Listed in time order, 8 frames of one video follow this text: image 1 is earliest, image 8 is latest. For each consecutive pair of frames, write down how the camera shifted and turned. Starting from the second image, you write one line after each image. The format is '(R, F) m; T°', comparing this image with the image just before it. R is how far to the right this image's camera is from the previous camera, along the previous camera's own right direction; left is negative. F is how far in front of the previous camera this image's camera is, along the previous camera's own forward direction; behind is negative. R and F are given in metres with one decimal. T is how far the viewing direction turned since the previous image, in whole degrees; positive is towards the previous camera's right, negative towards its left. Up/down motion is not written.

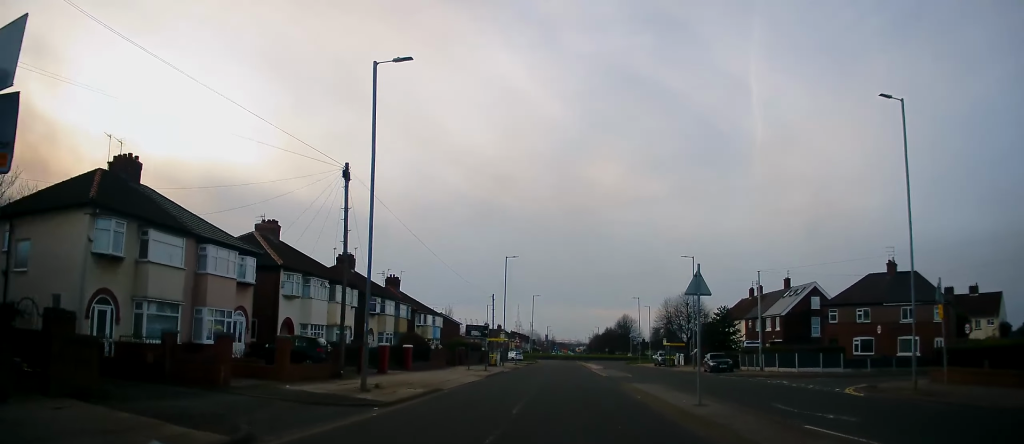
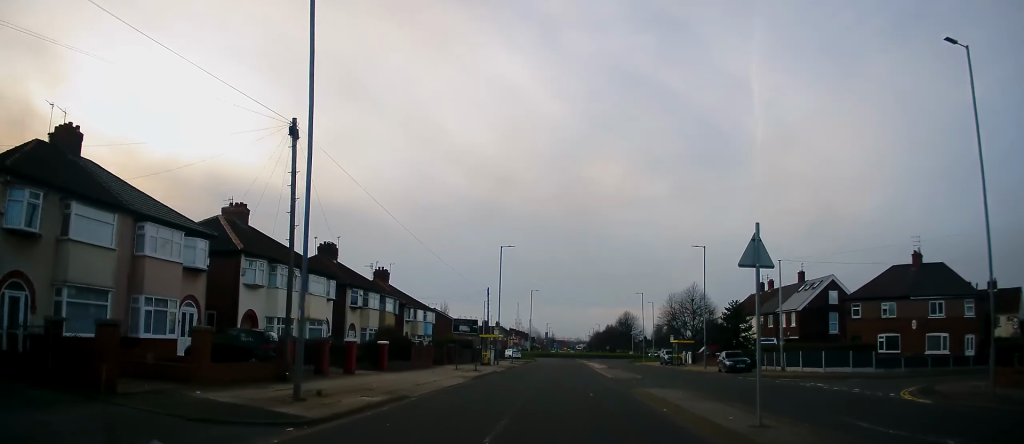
(0.0, +4.5) m; 0°
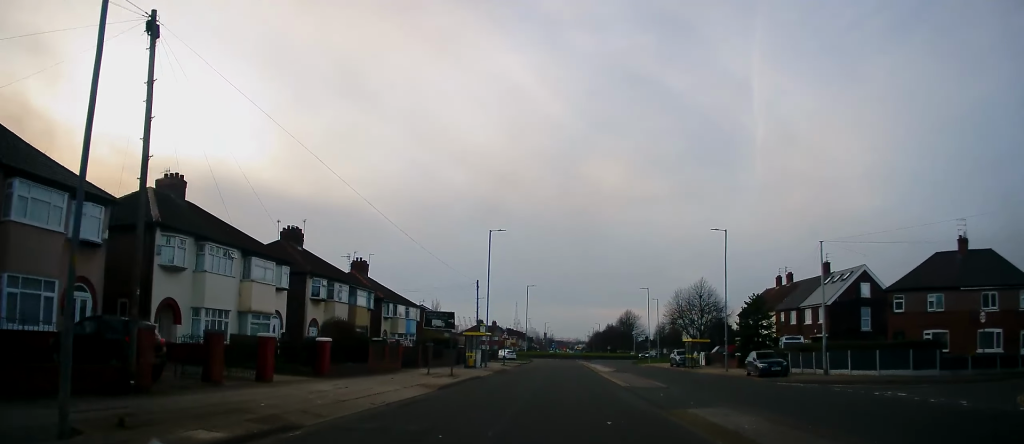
(0.0, +6.9) m; 0°
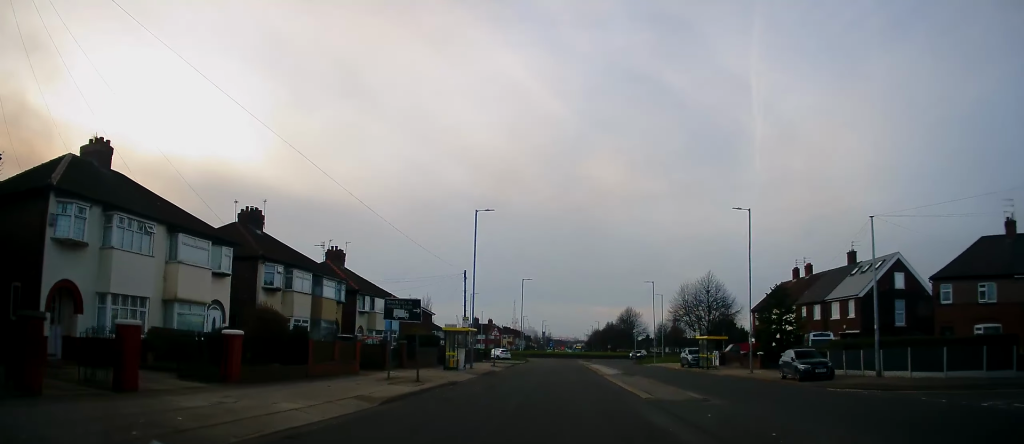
(0.0, +6.1) m; 0°
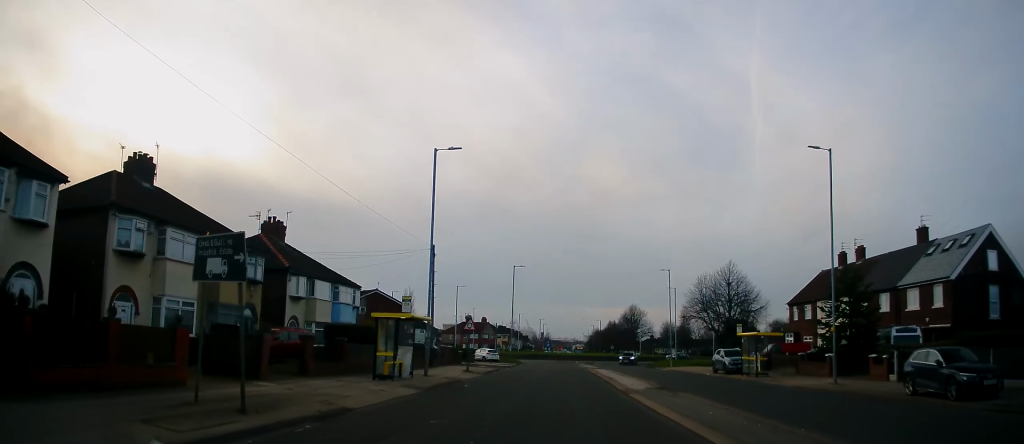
(0.0, +12.1) m; 0°
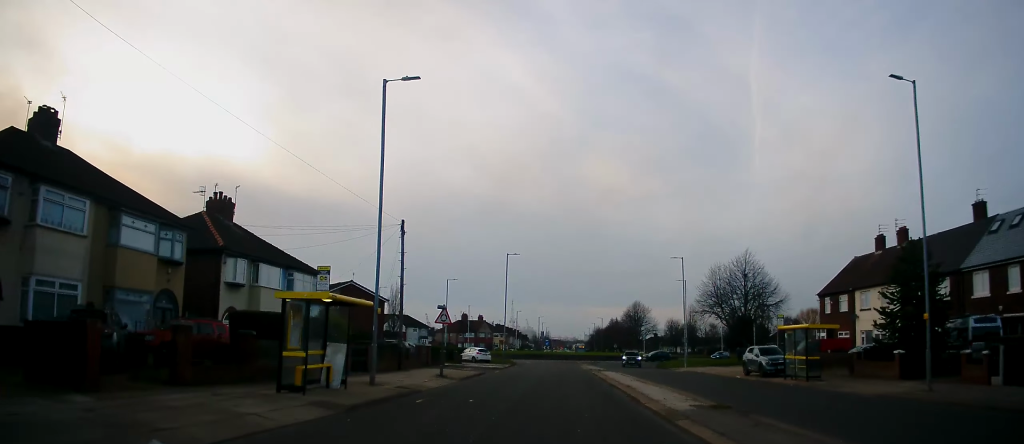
(0.0, +7.4) m; 0°
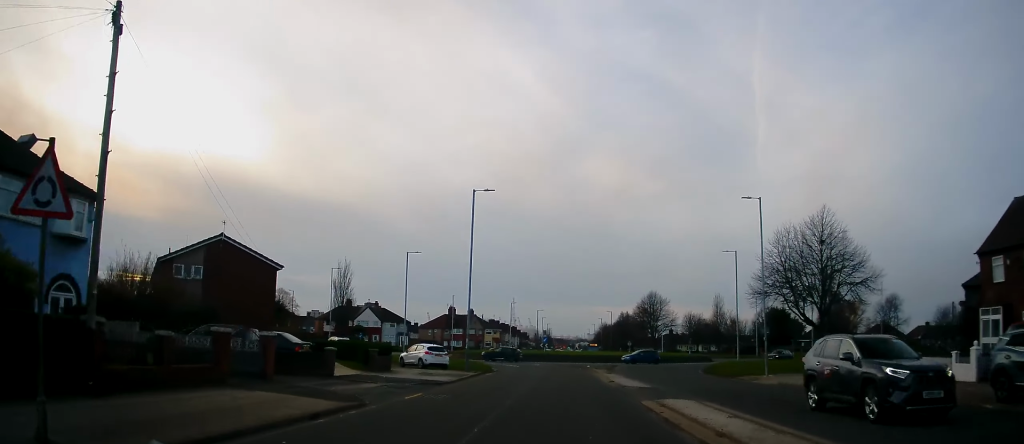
(0.0, +21.8) m; 0°
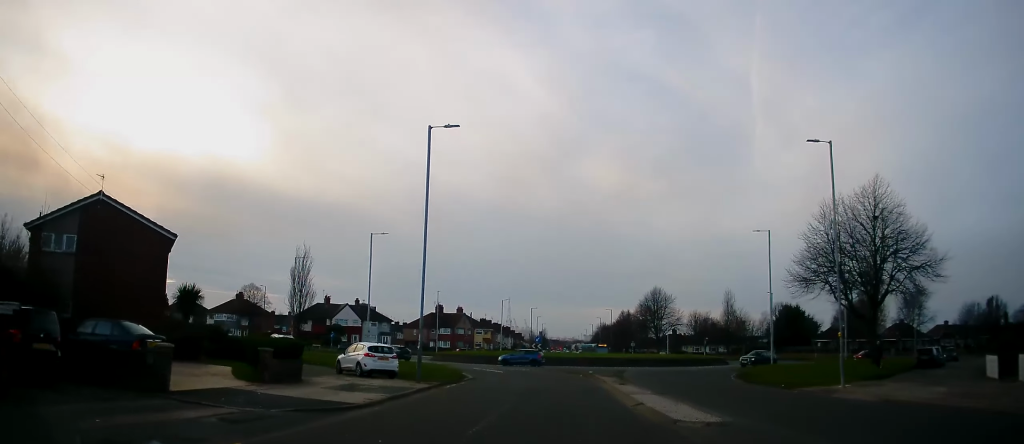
(0.0, +9.5) m; 0°
